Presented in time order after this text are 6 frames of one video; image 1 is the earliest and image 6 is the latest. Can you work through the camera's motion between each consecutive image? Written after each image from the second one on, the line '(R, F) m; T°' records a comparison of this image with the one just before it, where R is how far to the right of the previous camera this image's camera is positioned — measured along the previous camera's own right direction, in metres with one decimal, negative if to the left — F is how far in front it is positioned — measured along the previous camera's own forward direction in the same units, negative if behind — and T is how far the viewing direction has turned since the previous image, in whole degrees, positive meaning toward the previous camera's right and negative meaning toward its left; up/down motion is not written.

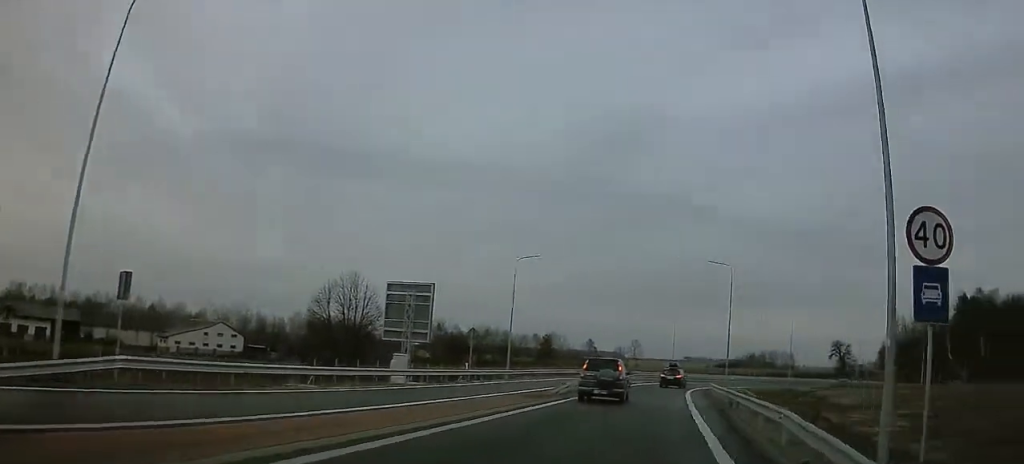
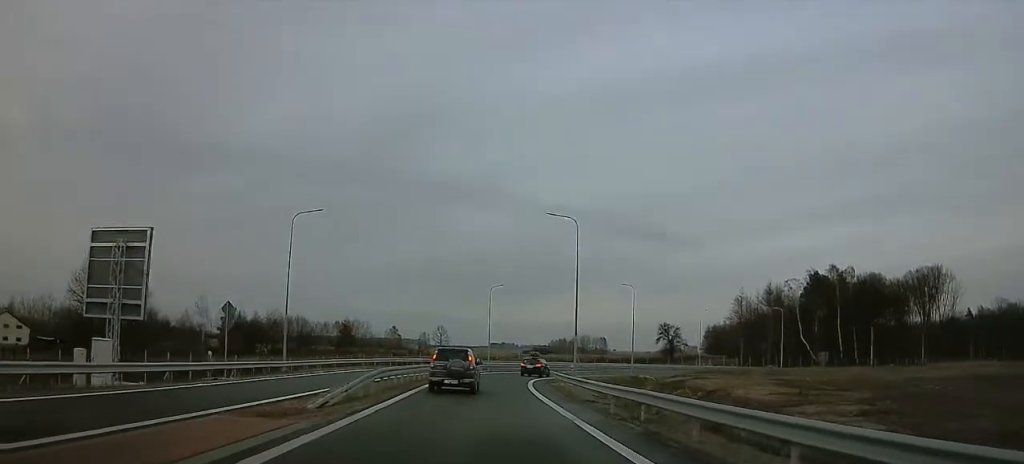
(+1.8, +14.3) m; +11°
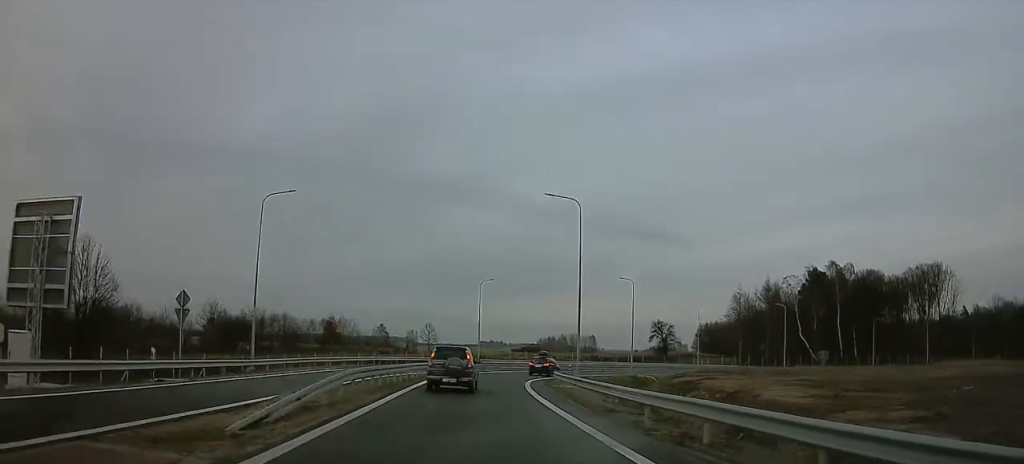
(-0.1, +4.7) m; +2°
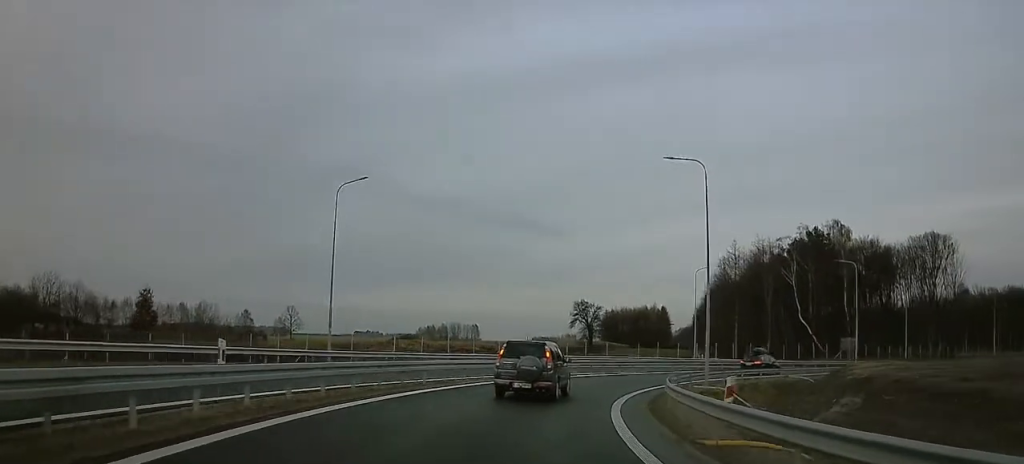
(+4.4, +44.2) m; +13°
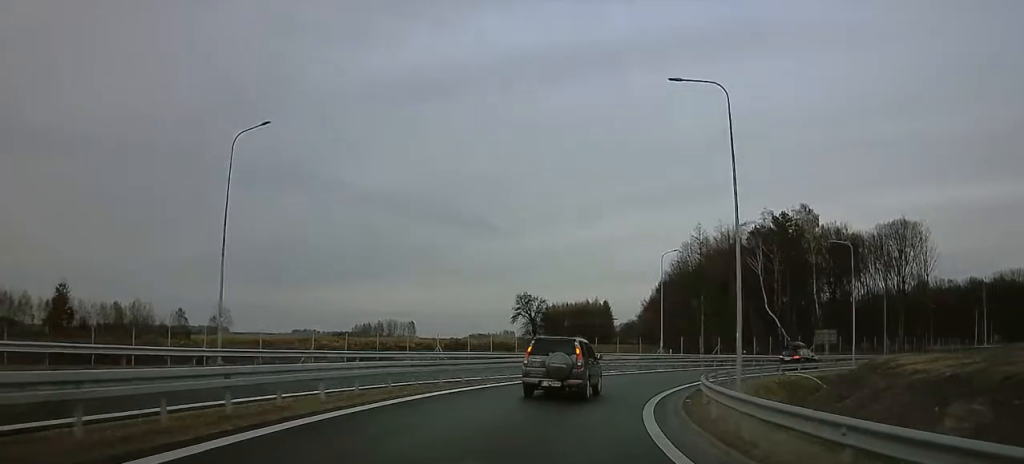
(+0.4, +9.6) m; +5°
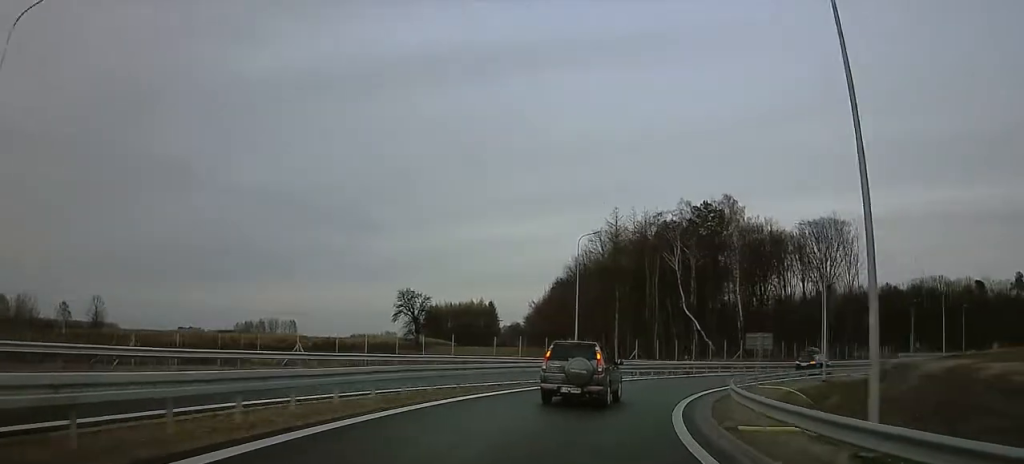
(+0.7, +13.1) m; +5°
